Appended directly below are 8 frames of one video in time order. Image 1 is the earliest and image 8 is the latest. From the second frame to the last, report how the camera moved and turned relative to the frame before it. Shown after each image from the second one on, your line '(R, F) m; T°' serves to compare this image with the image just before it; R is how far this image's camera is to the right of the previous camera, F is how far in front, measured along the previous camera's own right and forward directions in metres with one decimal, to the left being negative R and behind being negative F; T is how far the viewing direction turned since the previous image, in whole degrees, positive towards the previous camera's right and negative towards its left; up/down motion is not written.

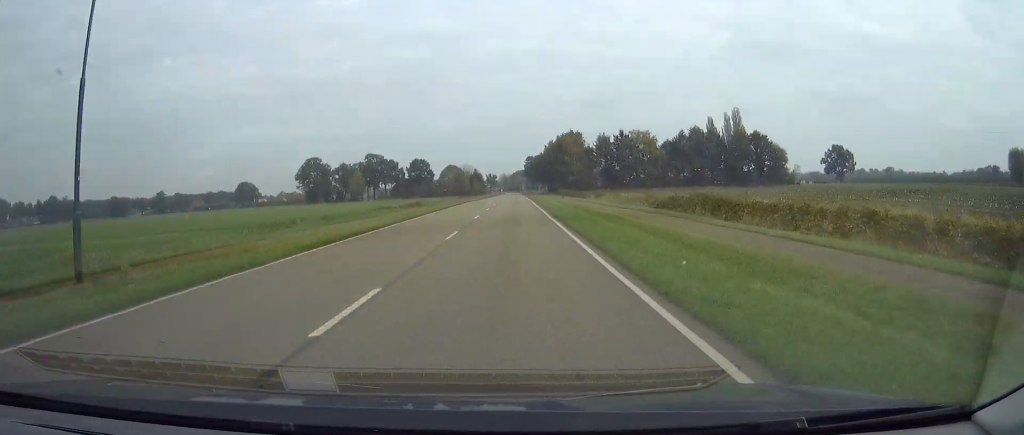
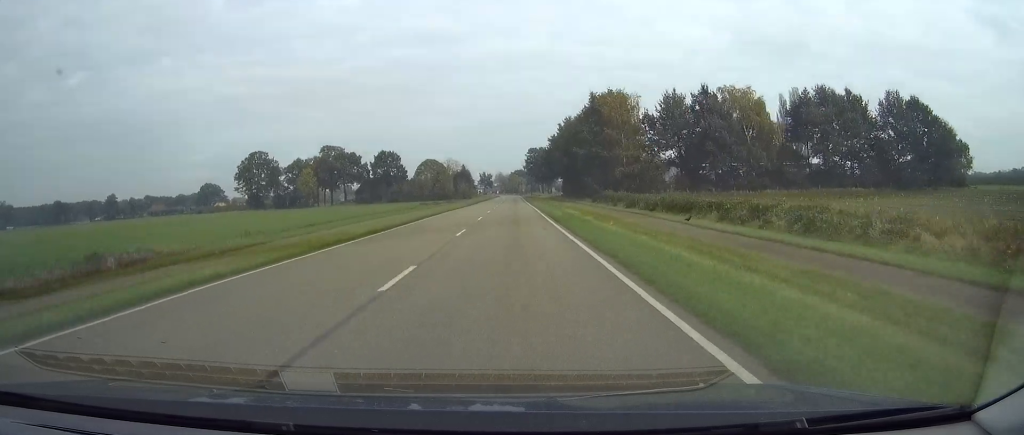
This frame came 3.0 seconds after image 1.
(+0.1, +69.5) m; 0°
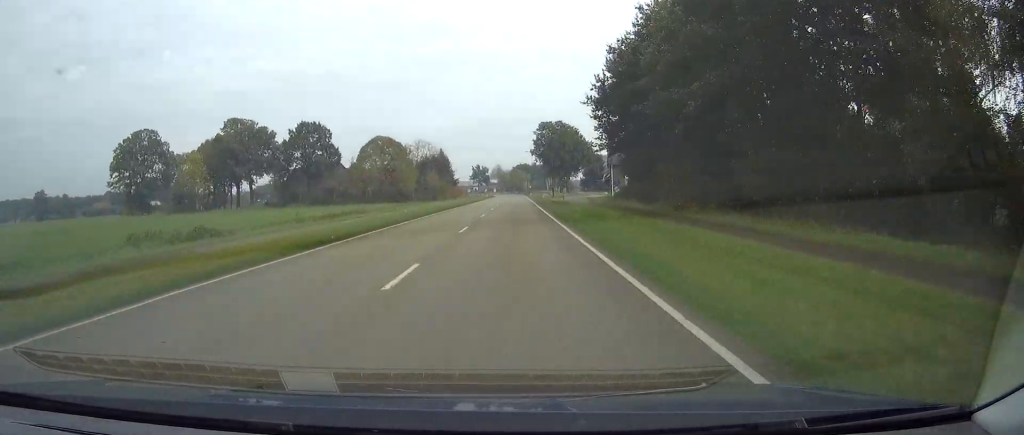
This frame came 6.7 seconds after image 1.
(-1.2, +85.4) m; -1°
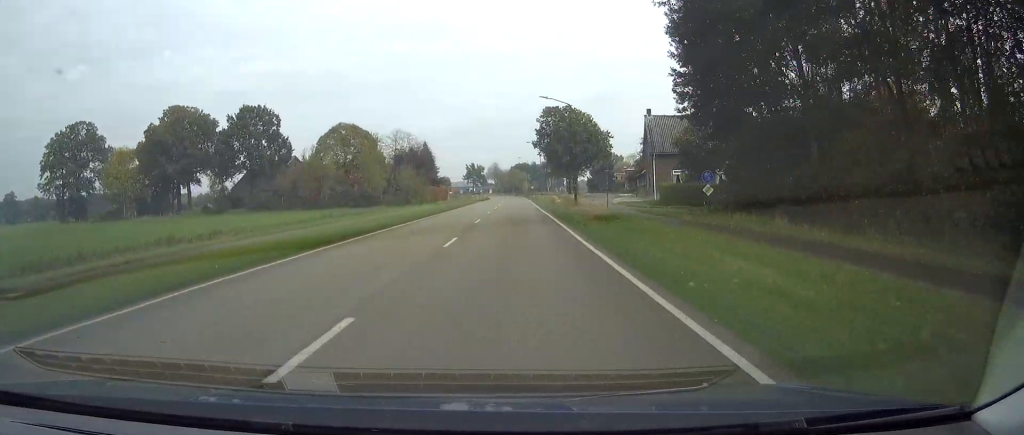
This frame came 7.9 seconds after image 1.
(-0.1, +29.6) m; 0°
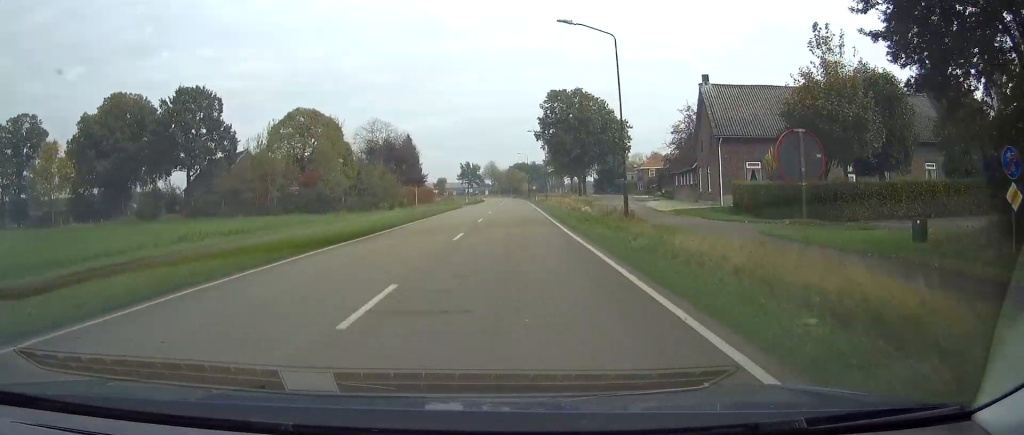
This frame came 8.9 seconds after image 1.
(0.0, +21.8) m; 0°
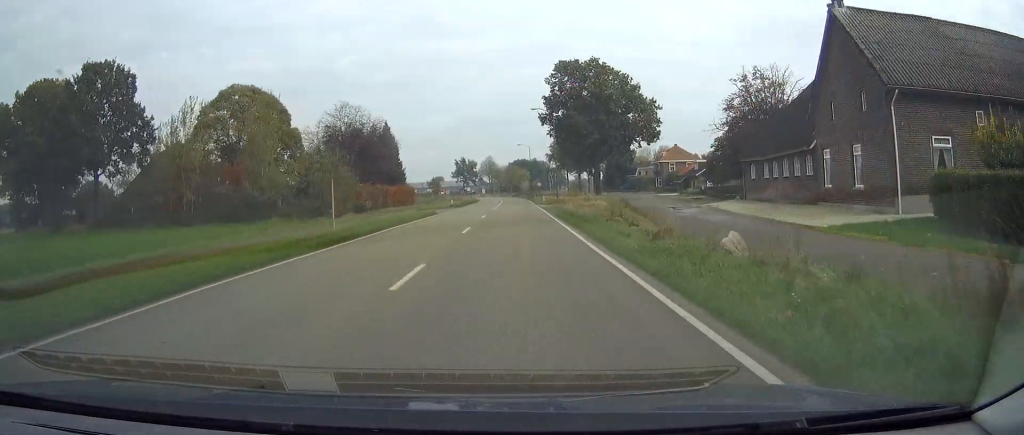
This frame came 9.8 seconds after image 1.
(0.0, +21.8) m; 0°
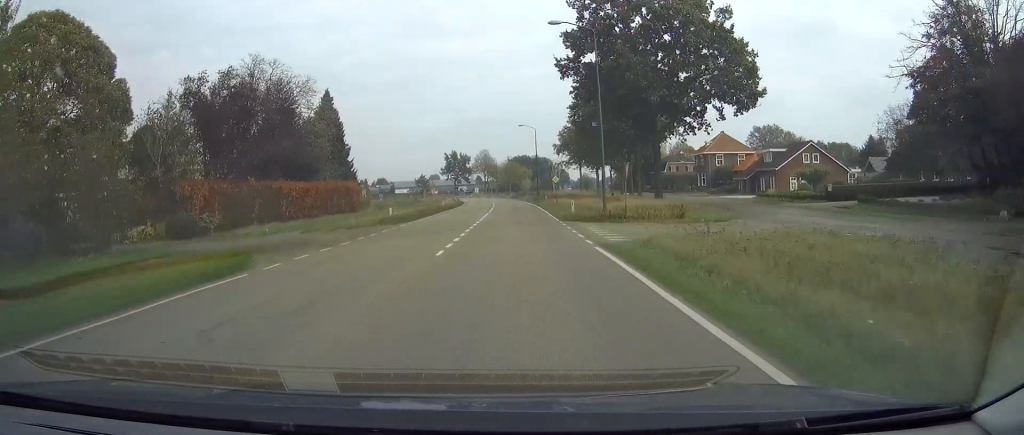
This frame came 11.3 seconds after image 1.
(+0.1, +34.1) m; 0°
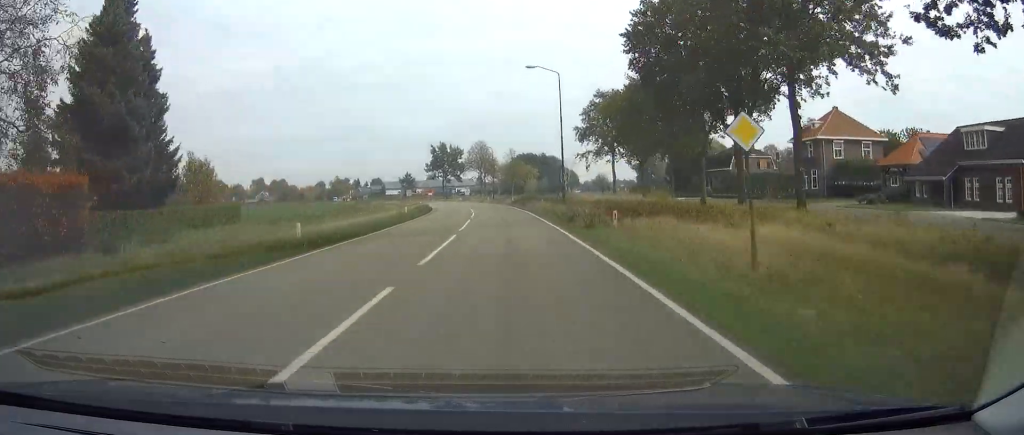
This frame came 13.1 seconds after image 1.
(-0.3, +41.5) m; -1°
